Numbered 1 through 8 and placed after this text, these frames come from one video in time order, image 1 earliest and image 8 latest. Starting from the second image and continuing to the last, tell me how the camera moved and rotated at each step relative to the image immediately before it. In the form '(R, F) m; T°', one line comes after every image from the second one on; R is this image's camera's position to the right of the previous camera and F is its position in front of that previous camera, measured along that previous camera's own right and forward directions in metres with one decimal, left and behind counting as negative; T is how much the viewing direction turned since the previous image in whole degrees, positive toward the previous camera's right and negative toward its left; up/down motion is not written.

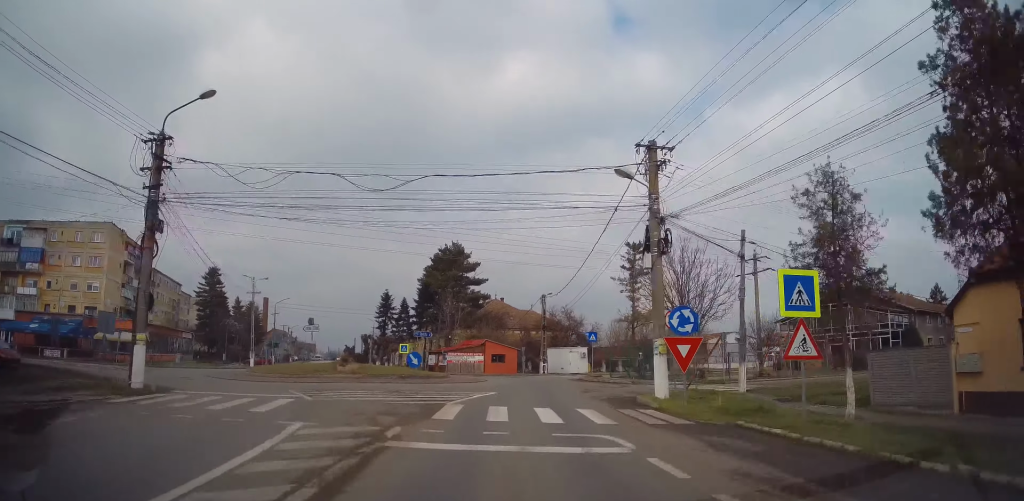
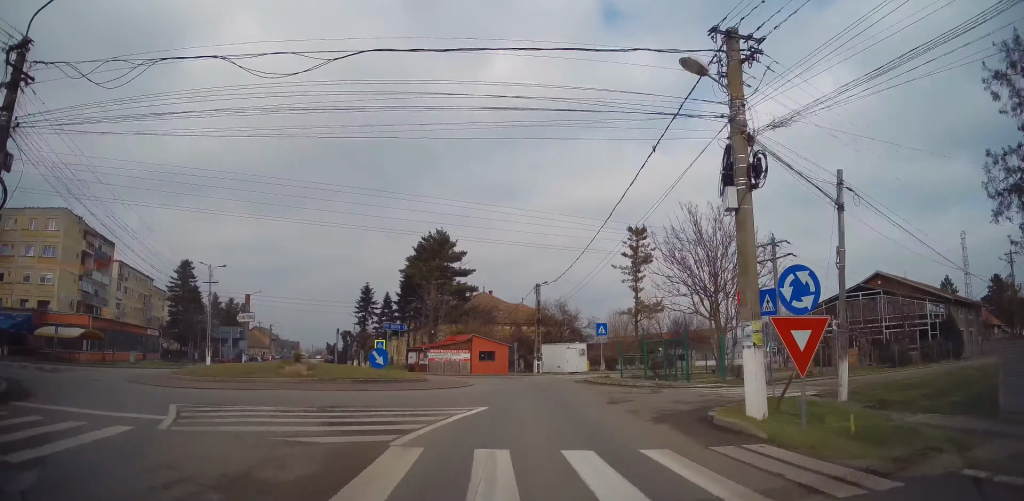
(+0.1, +7.1) m; +2°
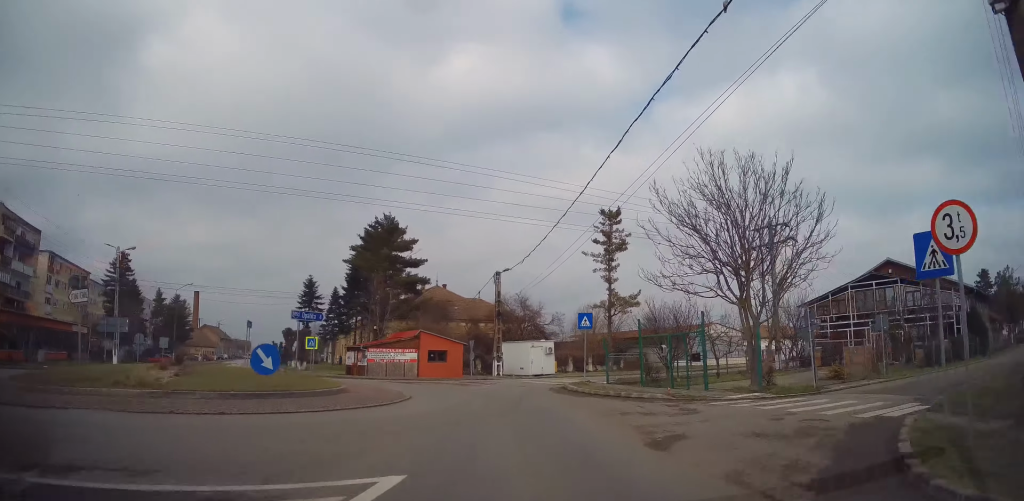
(+0.2, +8.2) m; +4°
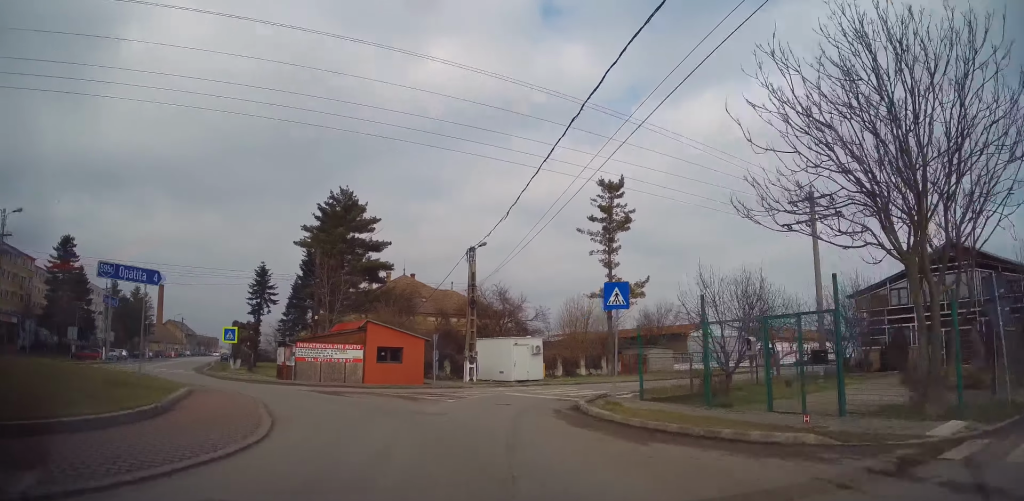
(+0.4, +9.6) m; +2°
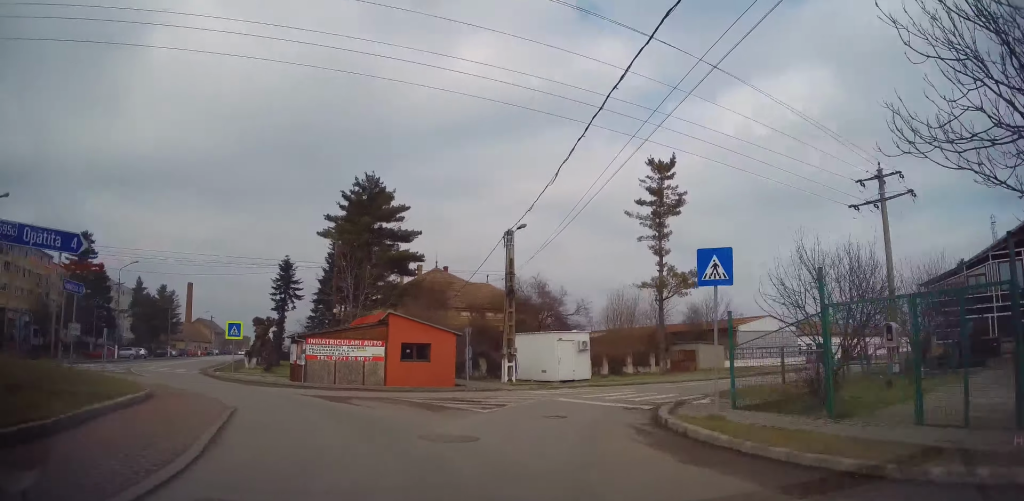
(0.0, +3.7) m; -6°
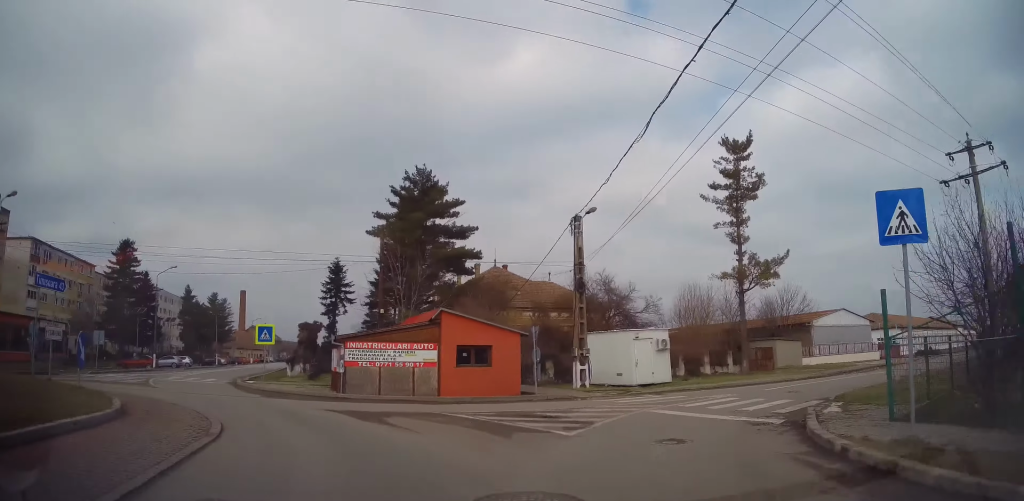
(-0.1, +3.4) m; -6°
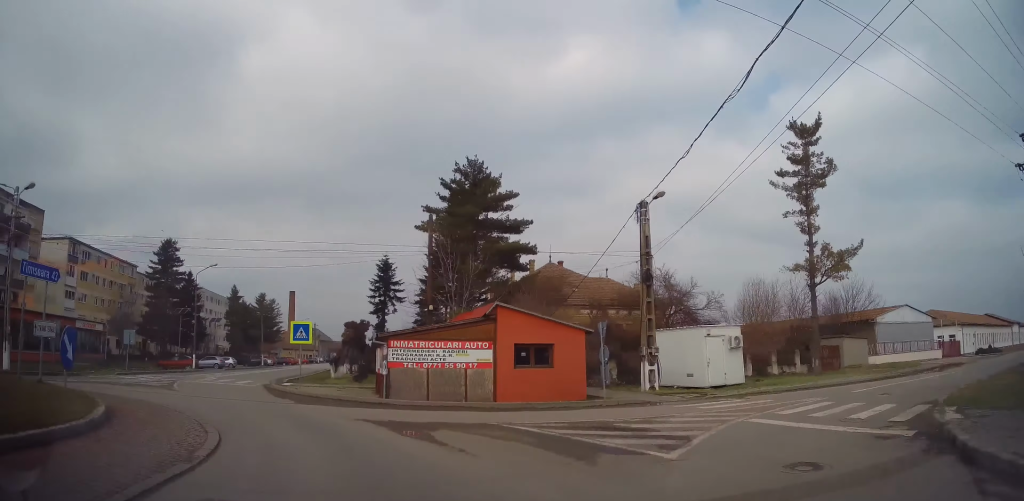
(-0.3, +2.2) m; -4°
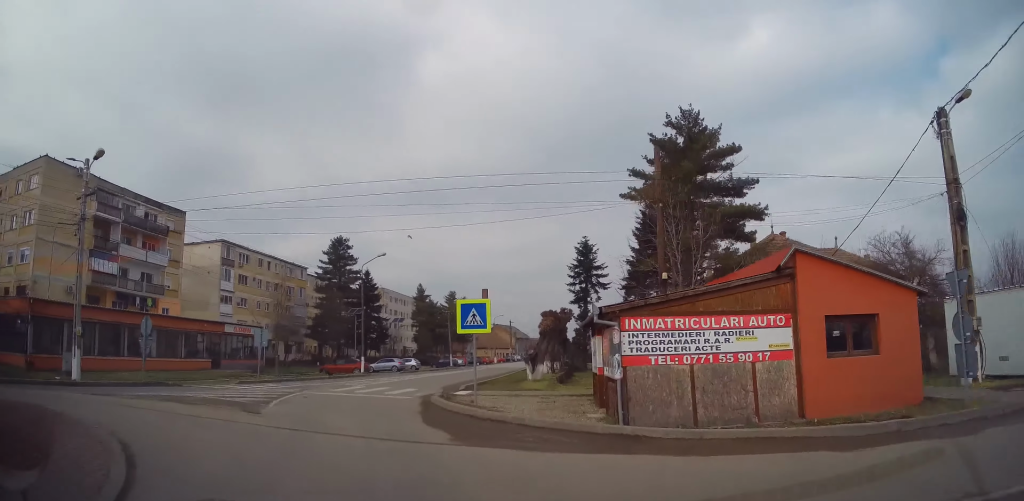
(-0.7, +7.4) m; -17°
